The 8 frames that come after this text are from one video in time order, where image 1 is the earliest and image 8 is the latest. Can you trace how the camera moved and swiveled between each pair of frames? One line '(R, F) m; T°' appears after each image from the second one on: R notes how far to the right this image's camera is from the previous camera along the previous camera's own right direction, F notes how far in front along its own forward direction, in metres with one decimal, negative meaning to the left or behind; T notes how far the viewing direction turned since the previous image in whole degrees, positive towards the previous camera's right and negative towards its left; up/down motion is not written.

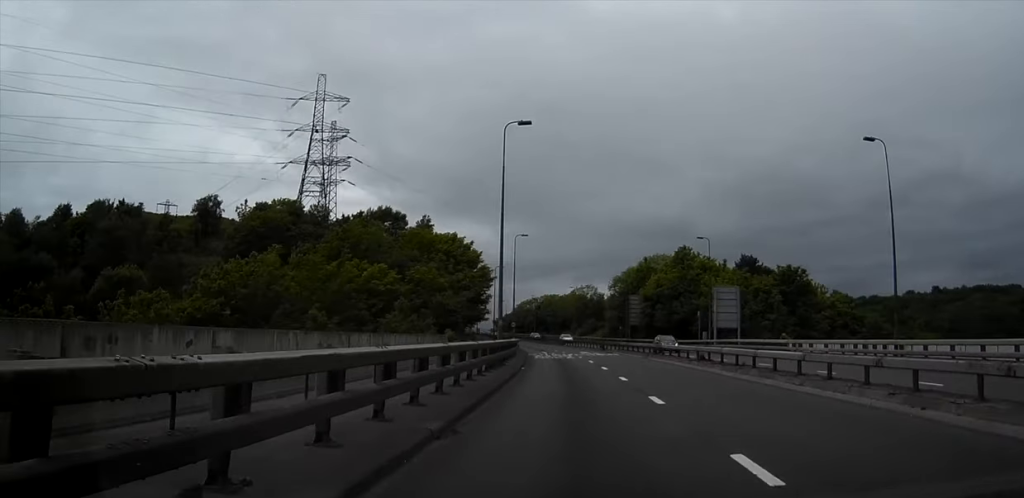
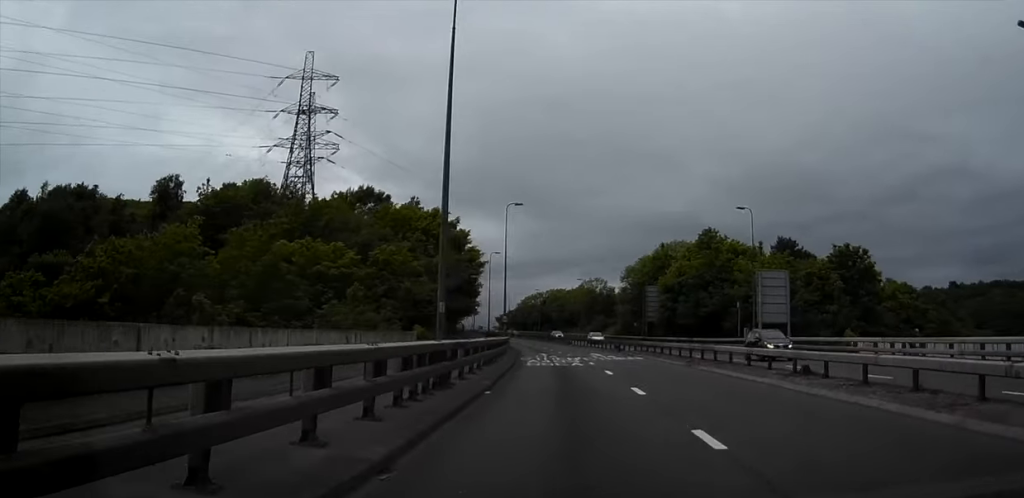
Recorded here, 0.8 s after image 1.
(-0.1, +15.6) m; -1°
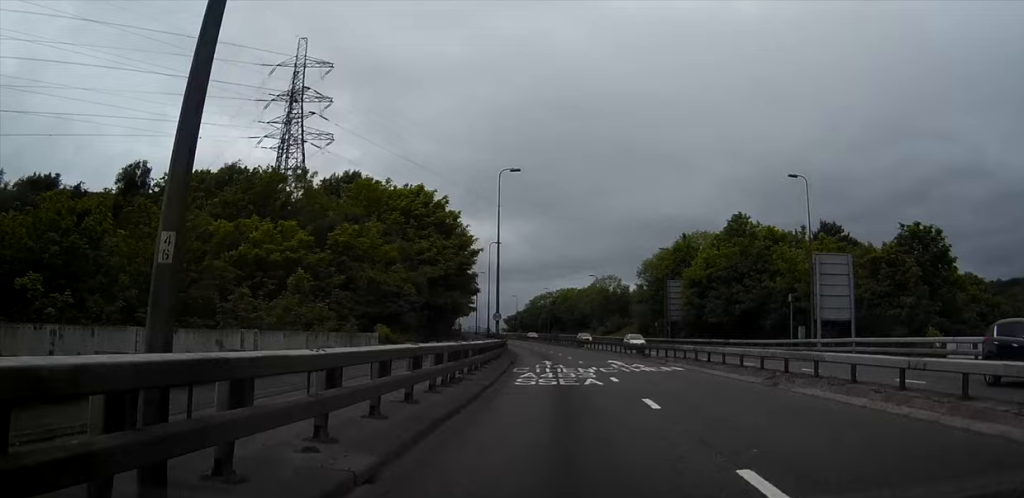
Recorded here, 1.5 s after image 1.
(0.0, +12.2) m; -1°
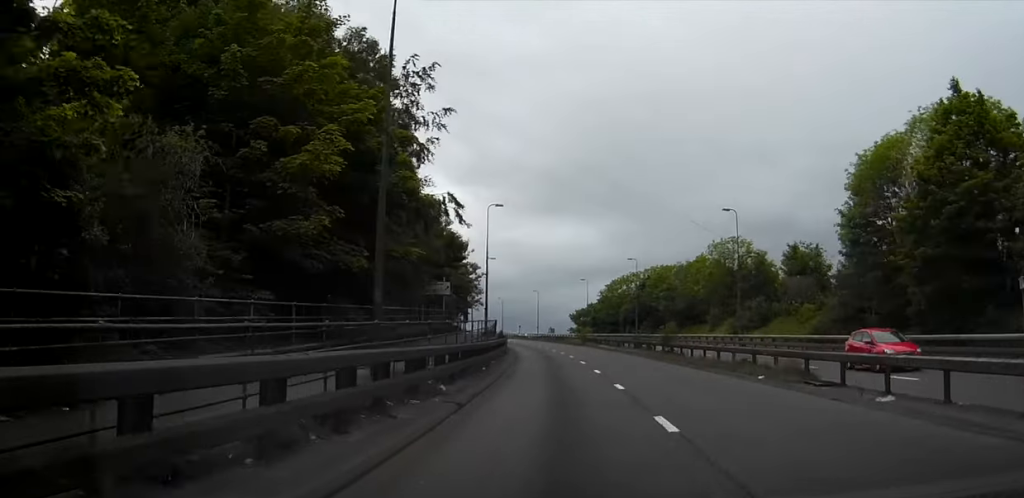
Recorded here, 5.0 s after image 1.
(-2.3, +60.7) m; -4°
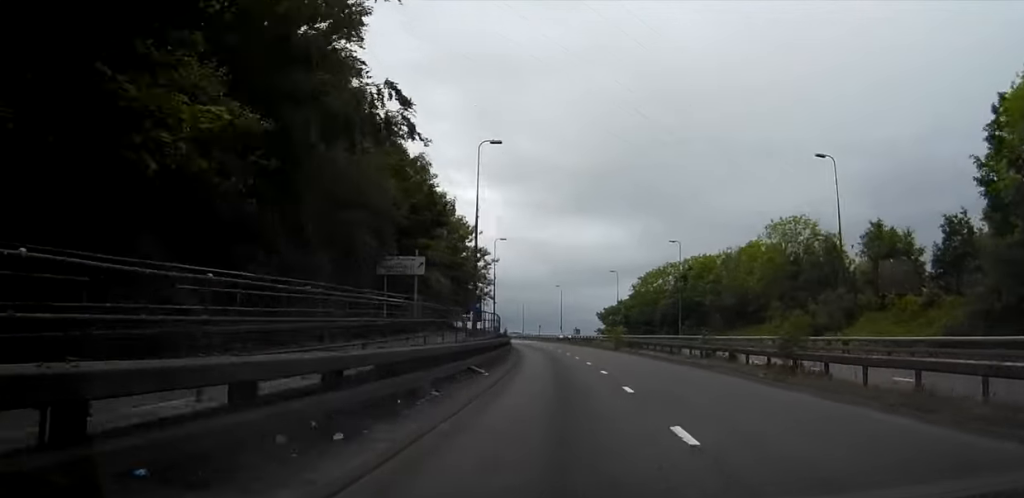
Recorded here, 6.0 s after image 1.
(-0.1, +17.5) m; -1°
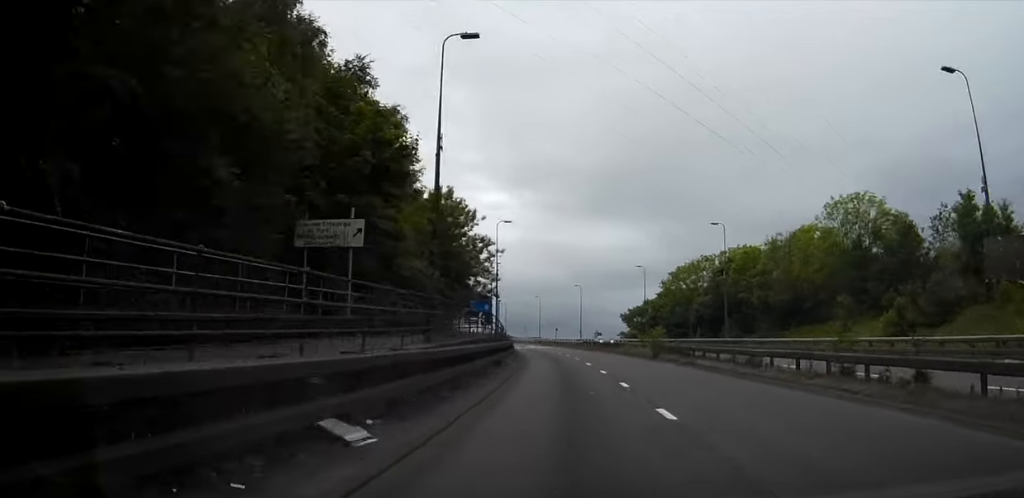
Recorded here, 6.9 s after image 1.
(-0.1, +14.4) m; -2°
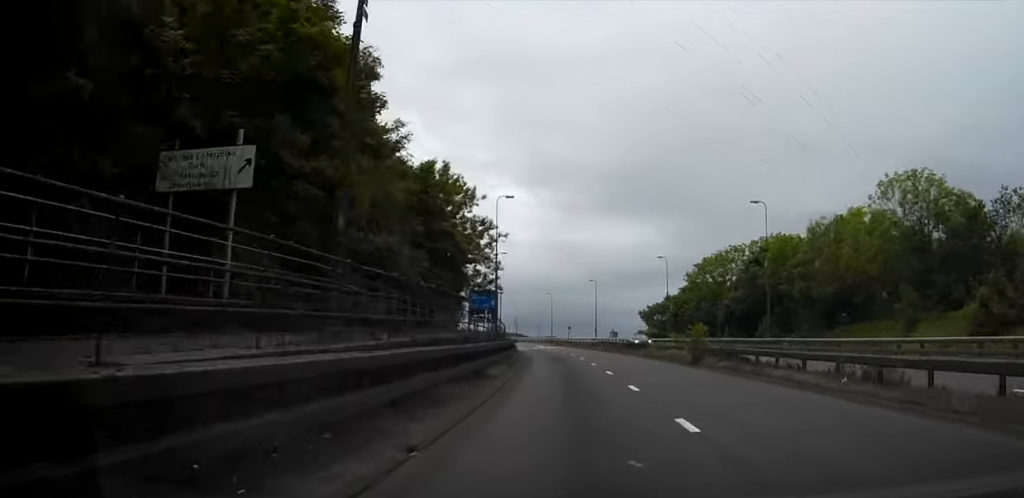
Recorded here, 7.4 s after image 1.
(-0.2, +10.4) m; -1°
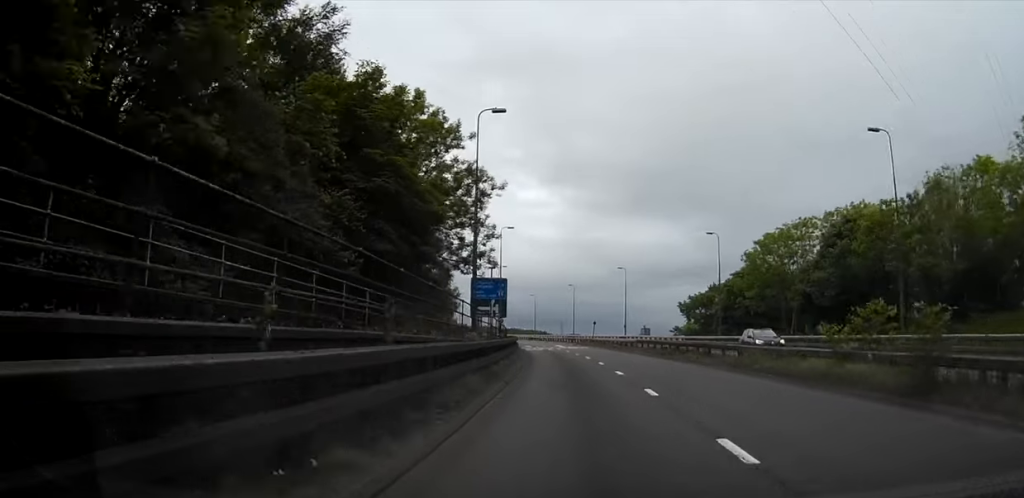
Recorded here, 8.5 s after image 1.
(-0.5, +19.6) m; -3°
